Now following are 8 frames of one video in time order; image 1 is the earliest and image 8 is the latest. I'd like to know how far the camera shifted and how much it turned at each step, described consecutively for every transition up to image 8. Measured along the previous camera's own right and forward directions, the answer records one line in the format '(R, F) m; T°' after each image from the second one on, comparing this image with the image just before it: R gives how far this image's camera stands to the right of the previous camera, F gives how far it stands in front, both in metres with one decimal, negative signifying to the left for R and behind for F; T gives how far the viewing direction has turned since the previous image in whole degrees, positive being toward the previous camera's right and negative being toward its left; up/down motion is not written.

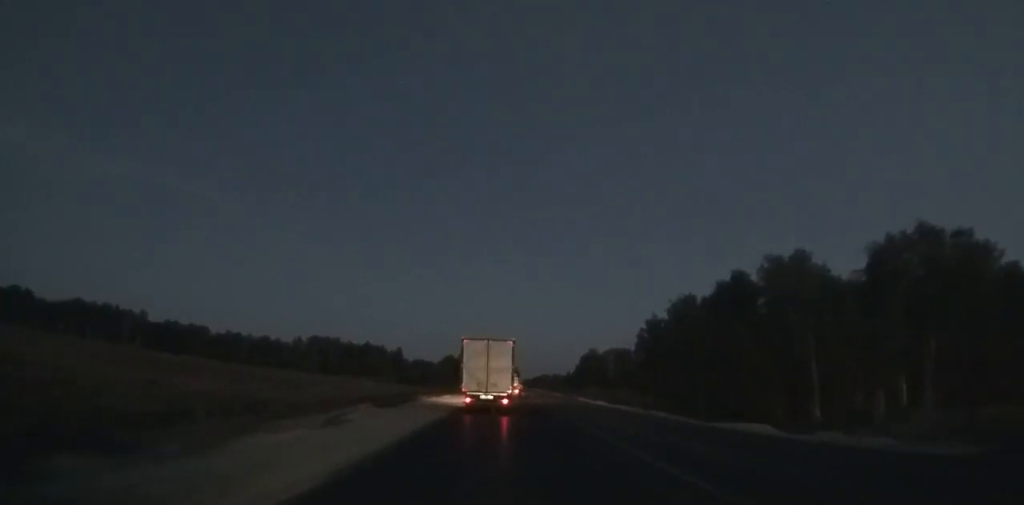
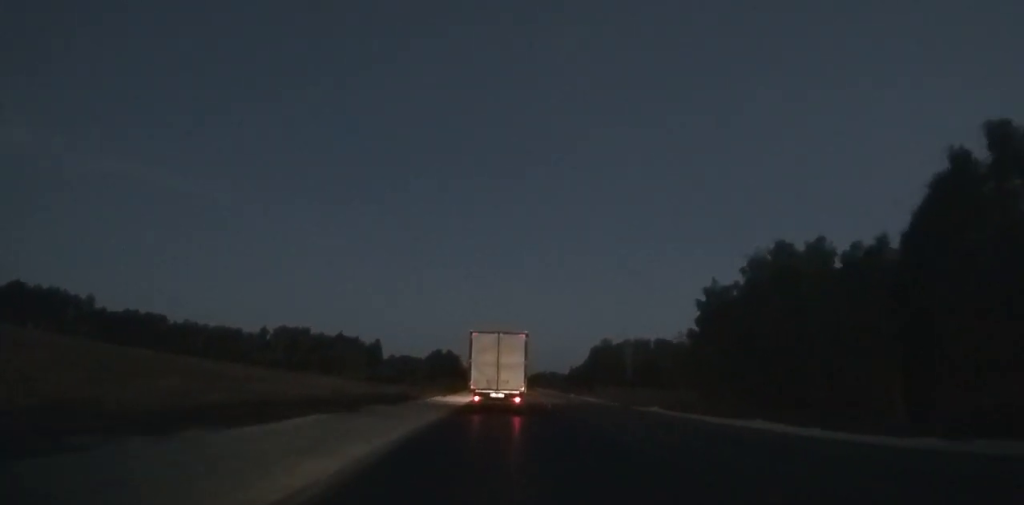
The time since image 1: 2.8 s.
(+0.3, +37.4) m; +1°
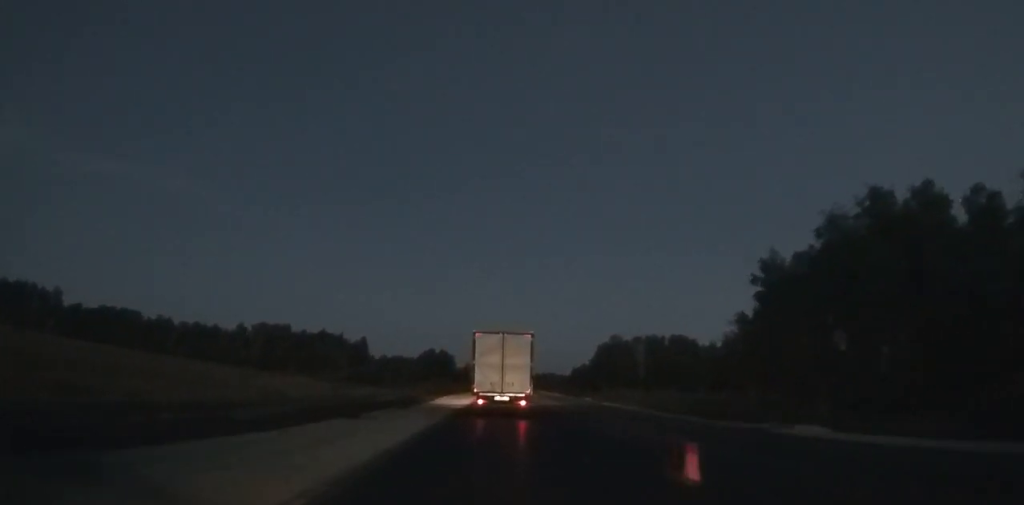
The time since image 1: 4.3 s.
(+0.1, +19.9) m; 0°
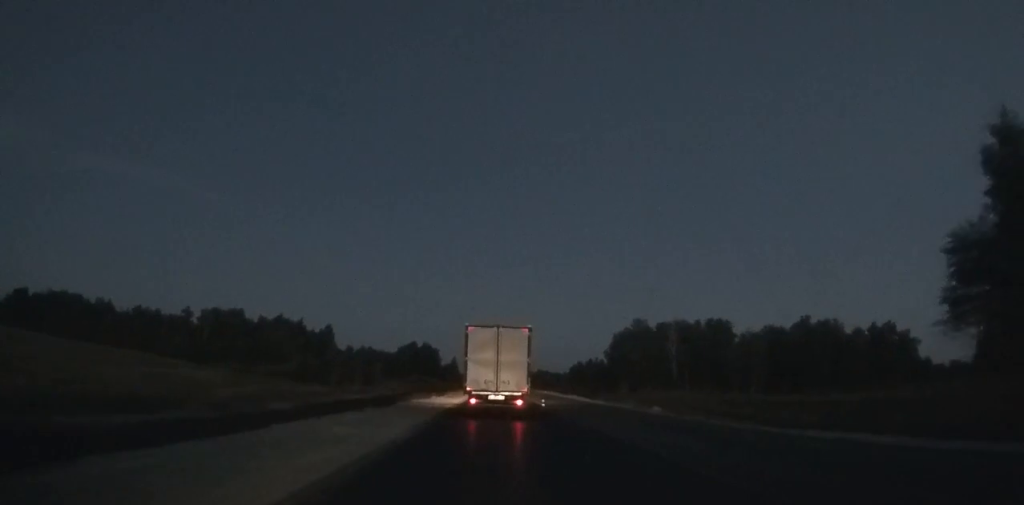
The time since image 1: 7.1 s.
(+0.2, +36.5) m; 0°
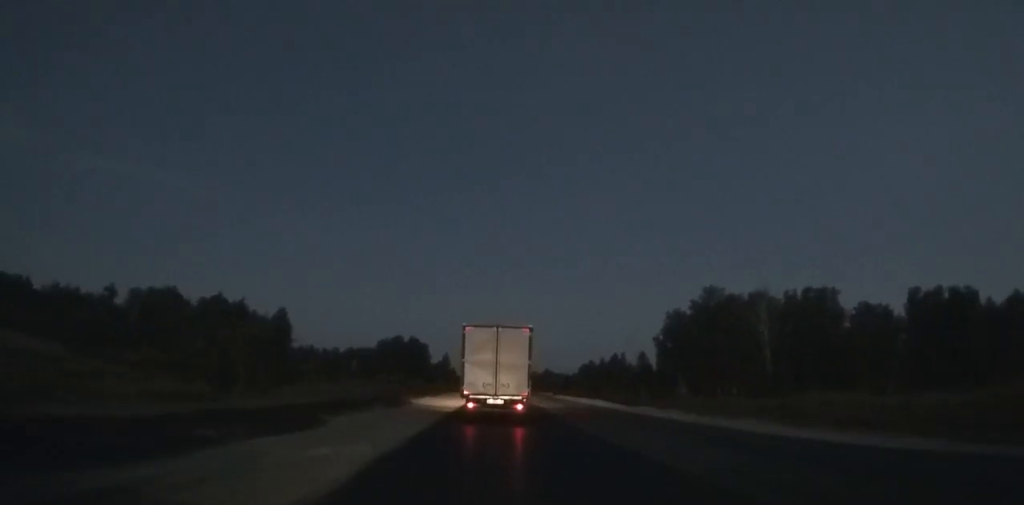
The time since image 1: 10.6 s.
(0.0, +44.1) m; -1°
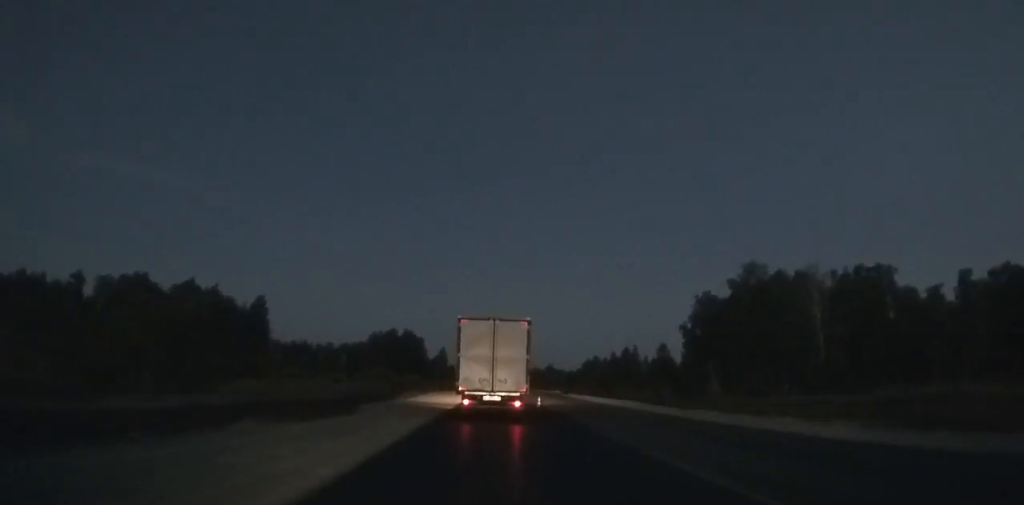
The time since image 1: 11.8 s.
(0.0, +14.8) m; 0°
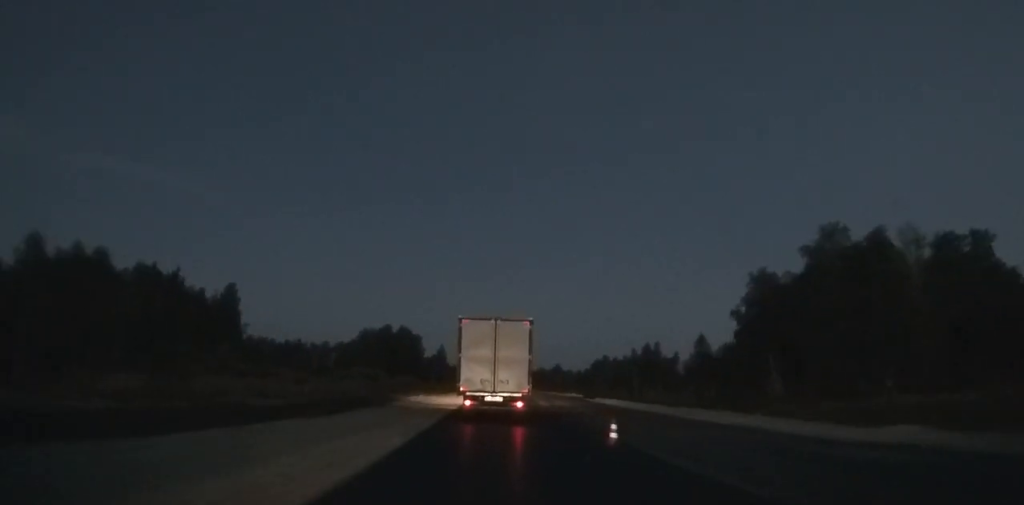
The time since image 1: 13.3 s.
(-0.1, +18.2) m; 0°
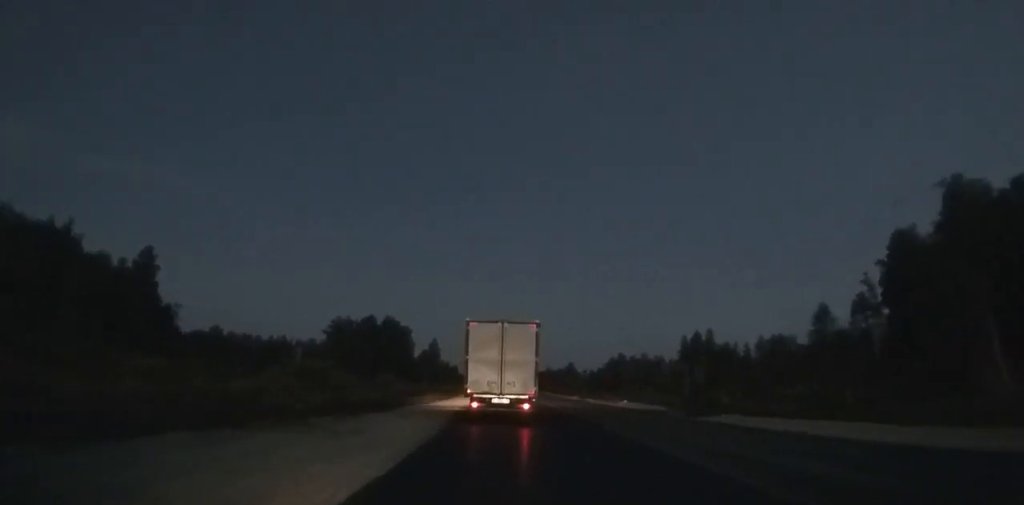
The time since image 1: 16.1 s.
(-0.3, +33.4) m; 0°
